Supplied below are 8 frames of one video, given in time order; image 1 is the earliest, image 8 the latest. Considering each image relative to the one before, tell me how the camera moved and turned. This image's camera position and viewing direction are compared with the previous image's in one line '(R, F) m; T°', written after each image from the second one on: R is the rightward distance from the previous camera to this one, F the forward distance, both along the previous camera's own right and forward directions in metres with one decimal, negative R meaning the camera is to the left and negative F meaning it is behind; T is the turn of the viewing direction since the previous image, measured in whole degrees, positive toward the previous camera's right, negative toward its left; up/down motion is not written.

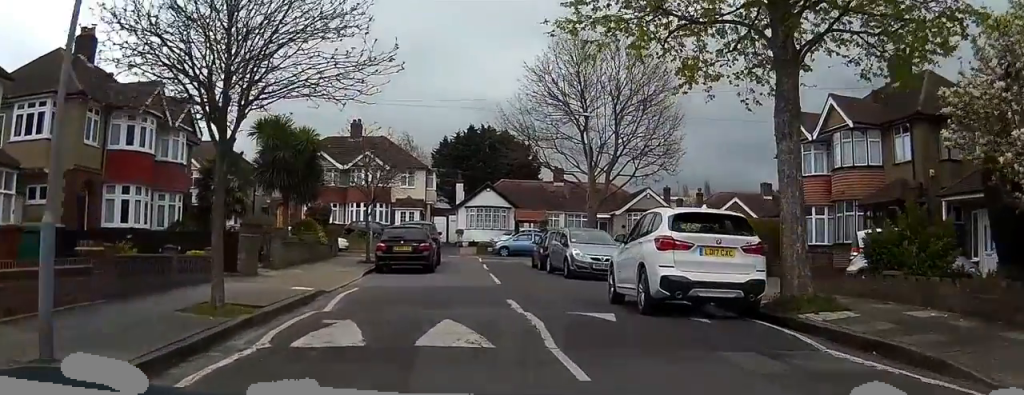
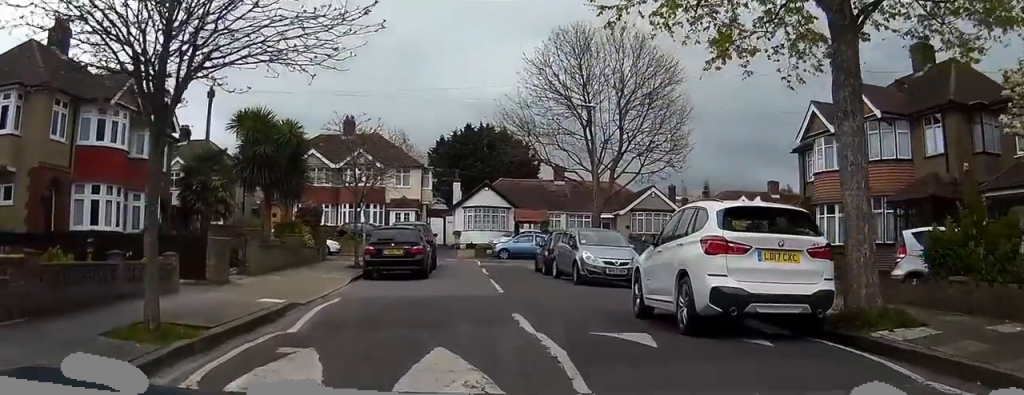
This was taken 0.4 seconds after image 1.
(0.0, +2.3) m; -1°
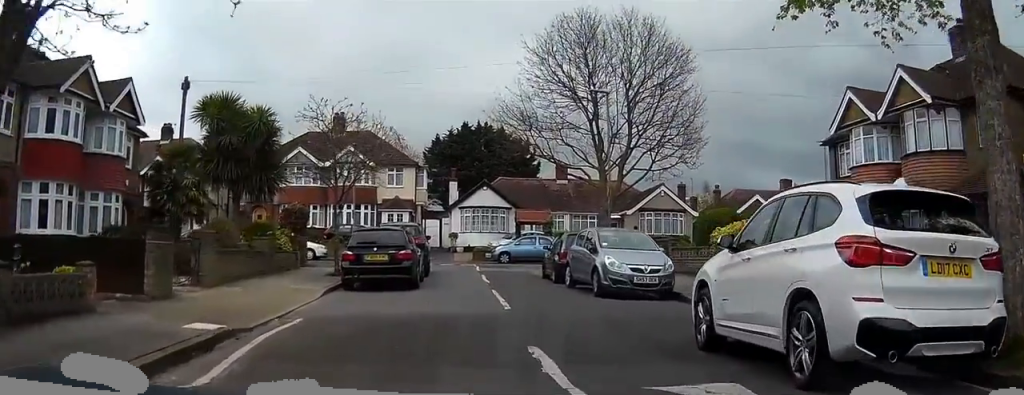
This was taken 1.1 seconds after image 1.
(-0.2, +3.1) m; +1°
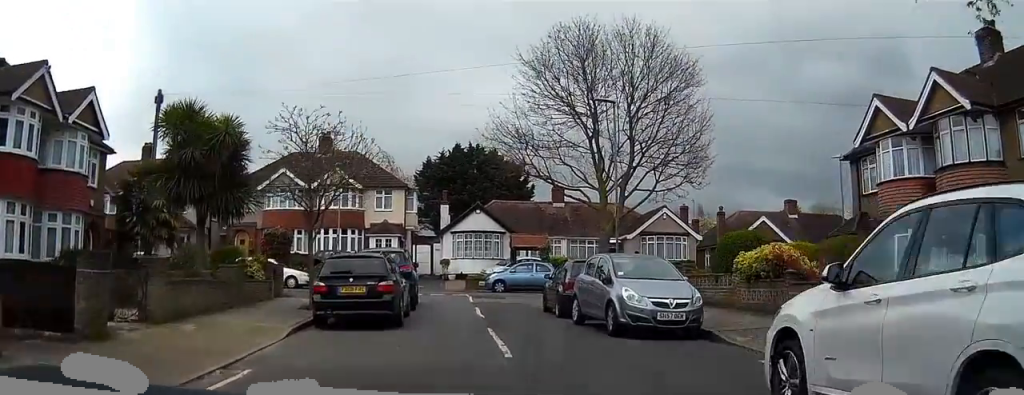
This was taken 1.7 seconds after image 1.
(0.0, +2.2) m; +2°
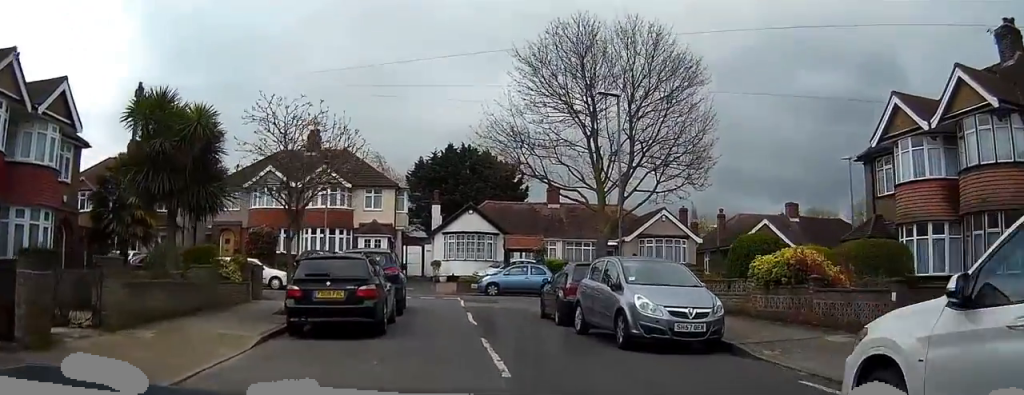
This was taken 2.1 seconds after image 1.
(+0.1, +1.4) m; +2°
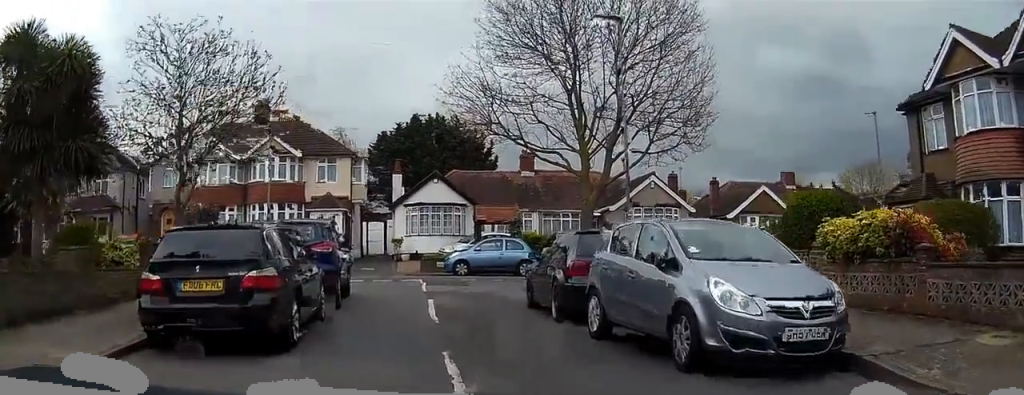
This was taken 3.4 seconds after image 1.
(+0.1, +5.1) m; +1°
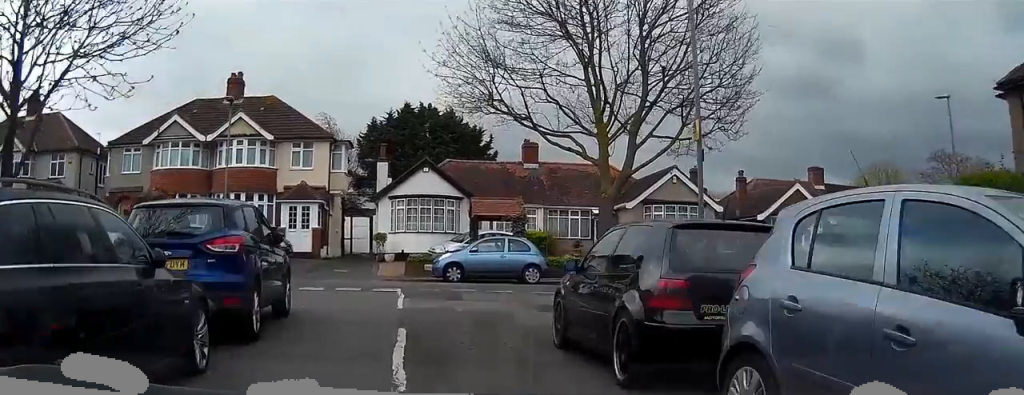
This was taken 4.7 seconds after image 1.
(-0.1, +5.3) m; -4°
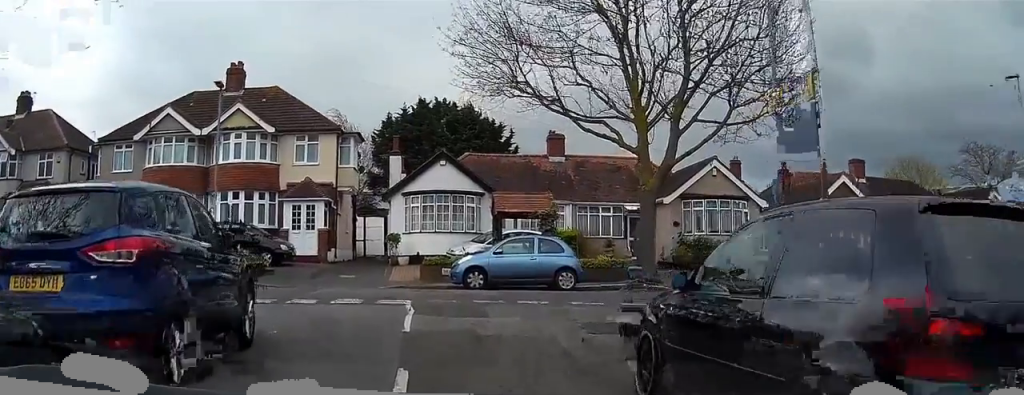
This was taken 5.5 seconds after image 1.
(-0.1, +3.1) m; -3°
